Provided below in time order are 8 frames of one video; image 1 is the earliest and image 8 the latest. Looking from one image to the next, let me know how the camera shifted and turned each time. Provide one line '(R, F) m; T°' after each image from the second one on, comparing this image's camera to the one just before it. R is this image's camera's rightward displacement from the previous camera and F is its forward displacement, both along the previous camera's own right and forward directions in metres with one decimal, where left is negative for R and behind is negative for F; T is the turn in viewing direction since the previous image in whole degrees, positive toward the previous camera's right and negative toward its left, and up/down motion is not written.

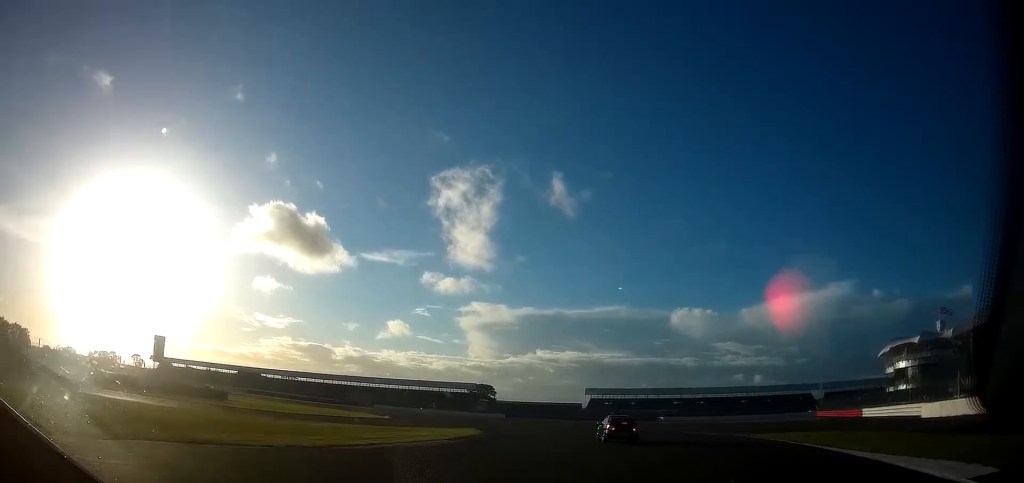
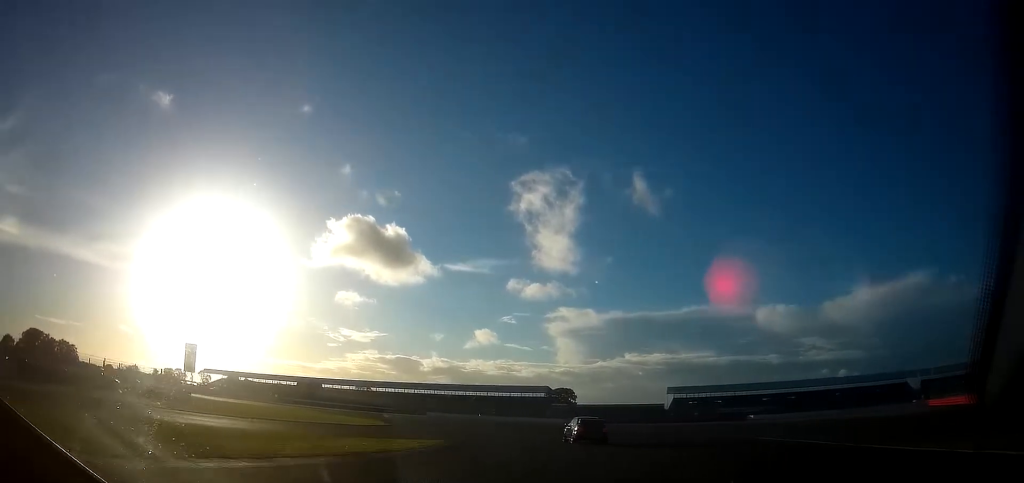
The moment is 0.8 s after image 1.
(-2.0, +19.7) m; -14°
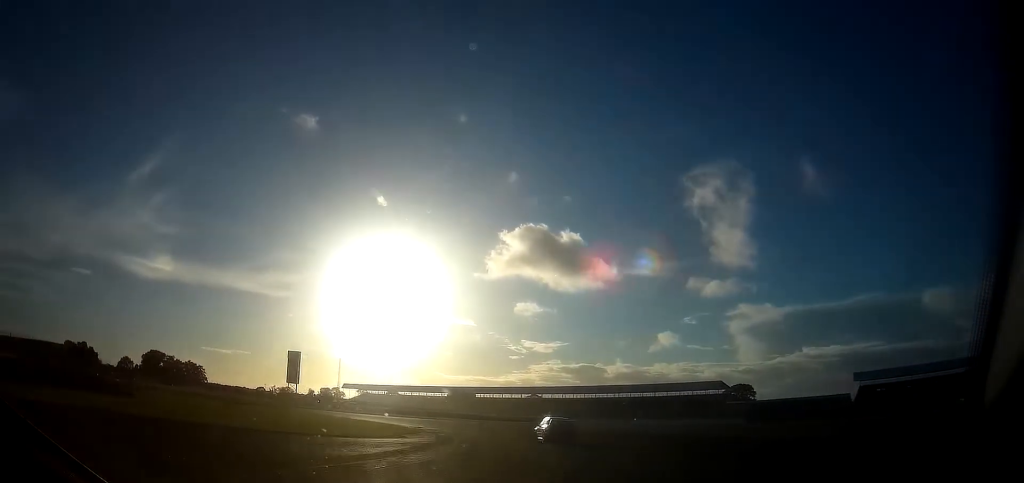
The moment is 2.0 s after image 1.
(-5.3, +25.8) m; -22°
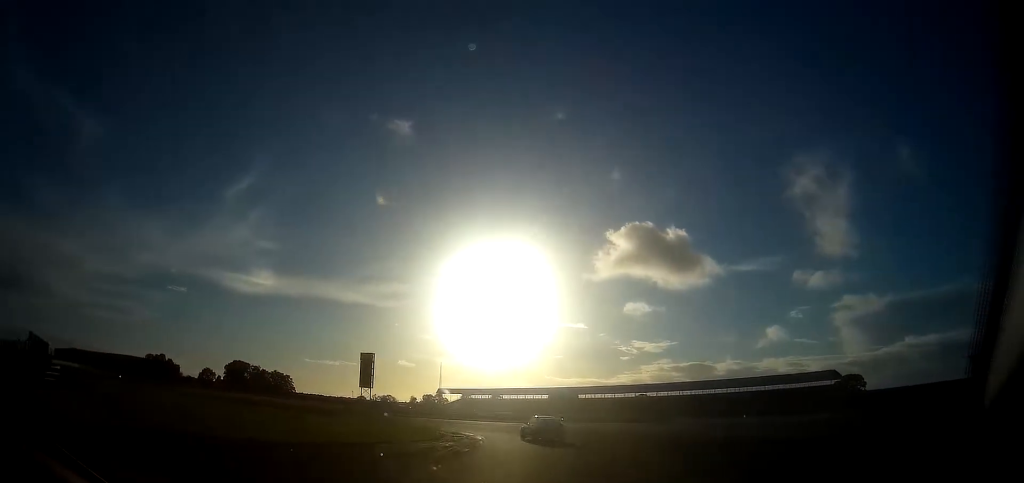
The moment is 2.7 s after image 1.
(-1.2, +14.0) m; -11°
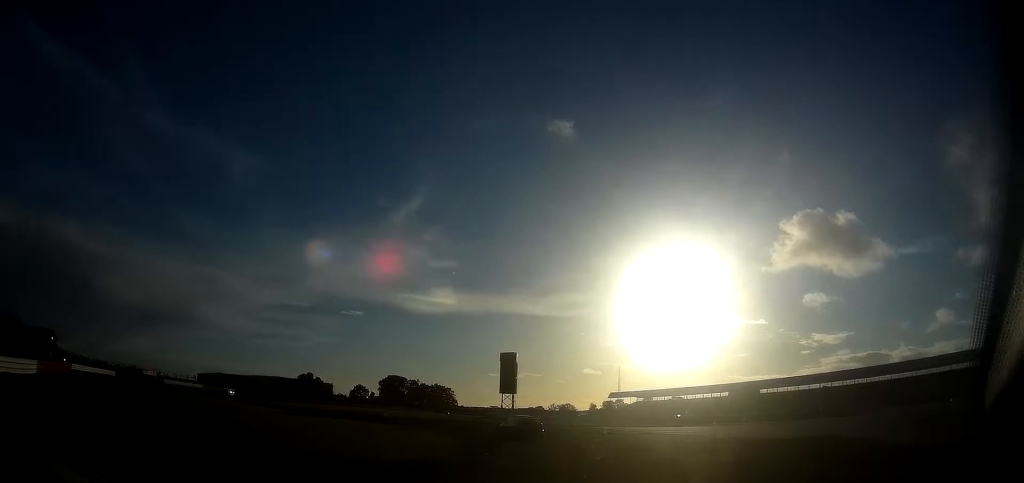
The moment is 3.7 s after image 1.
(-2.9, +20.2) m; -16°
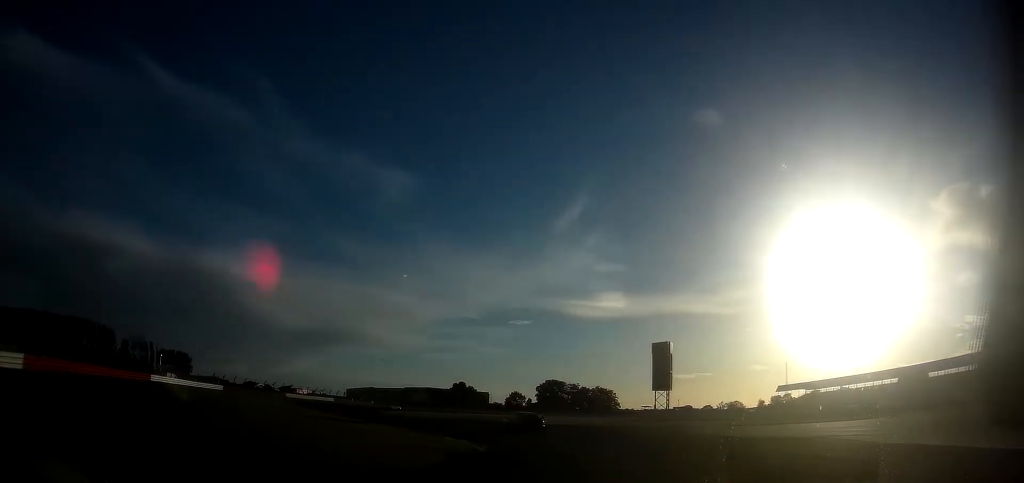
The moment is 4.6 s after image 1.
(-1.4, +16.2) m; -15°
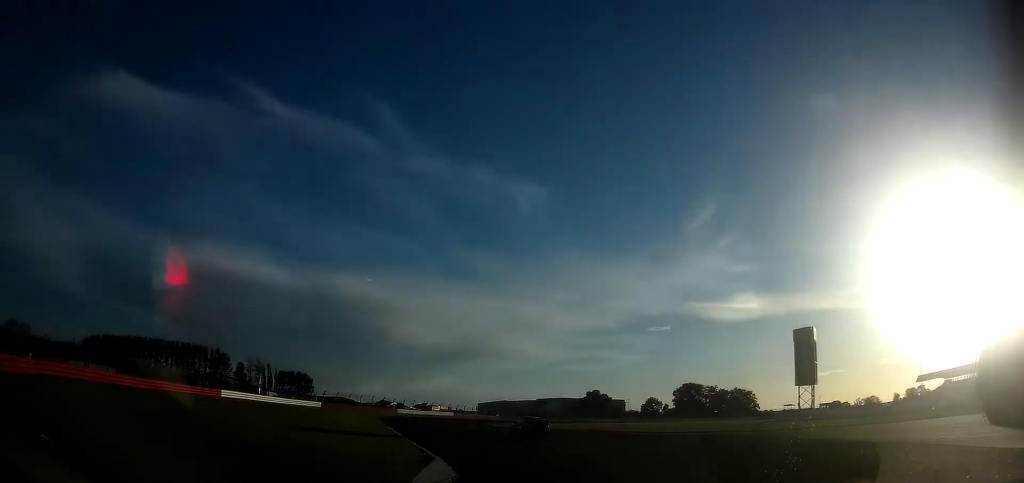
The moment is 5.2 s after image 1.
(-2.2, +13.1) m; -12°
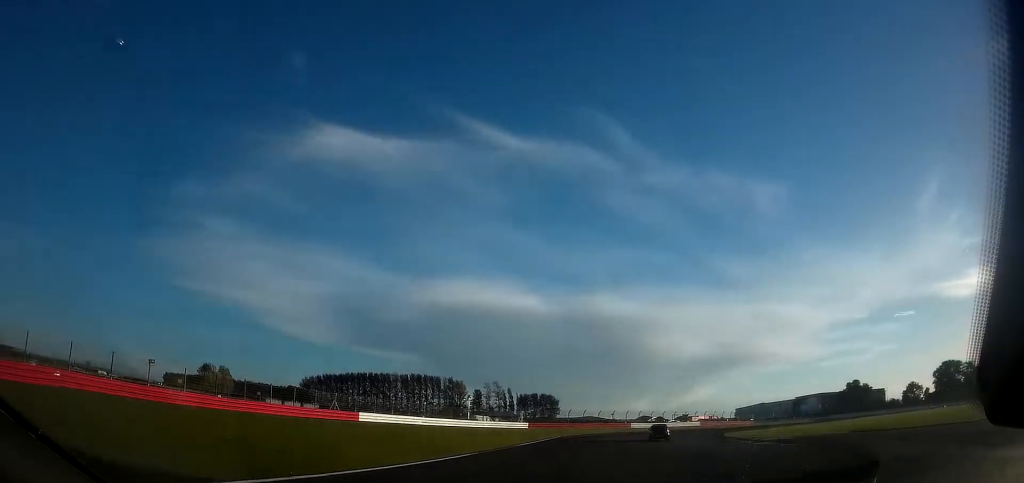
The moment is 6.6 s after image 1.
(-4.7, +27.5) m; -14°
